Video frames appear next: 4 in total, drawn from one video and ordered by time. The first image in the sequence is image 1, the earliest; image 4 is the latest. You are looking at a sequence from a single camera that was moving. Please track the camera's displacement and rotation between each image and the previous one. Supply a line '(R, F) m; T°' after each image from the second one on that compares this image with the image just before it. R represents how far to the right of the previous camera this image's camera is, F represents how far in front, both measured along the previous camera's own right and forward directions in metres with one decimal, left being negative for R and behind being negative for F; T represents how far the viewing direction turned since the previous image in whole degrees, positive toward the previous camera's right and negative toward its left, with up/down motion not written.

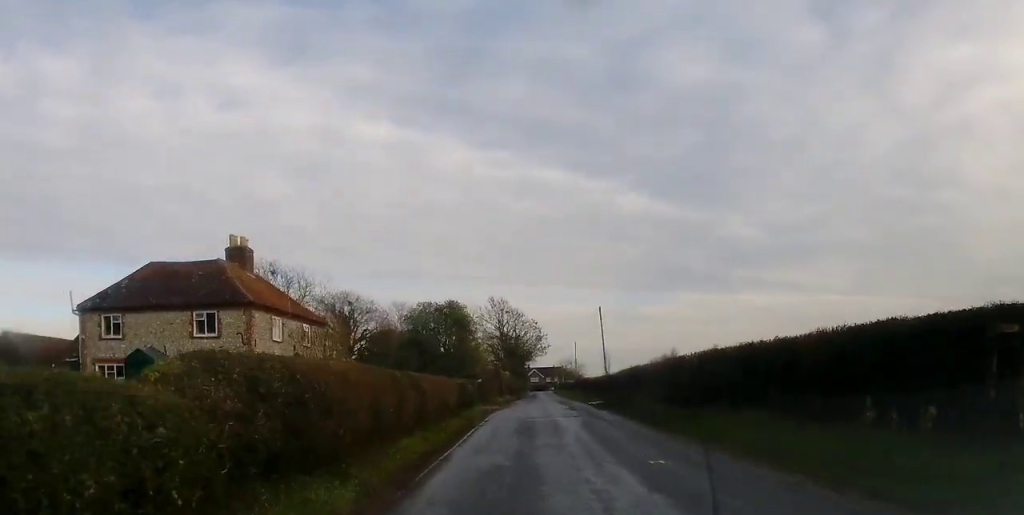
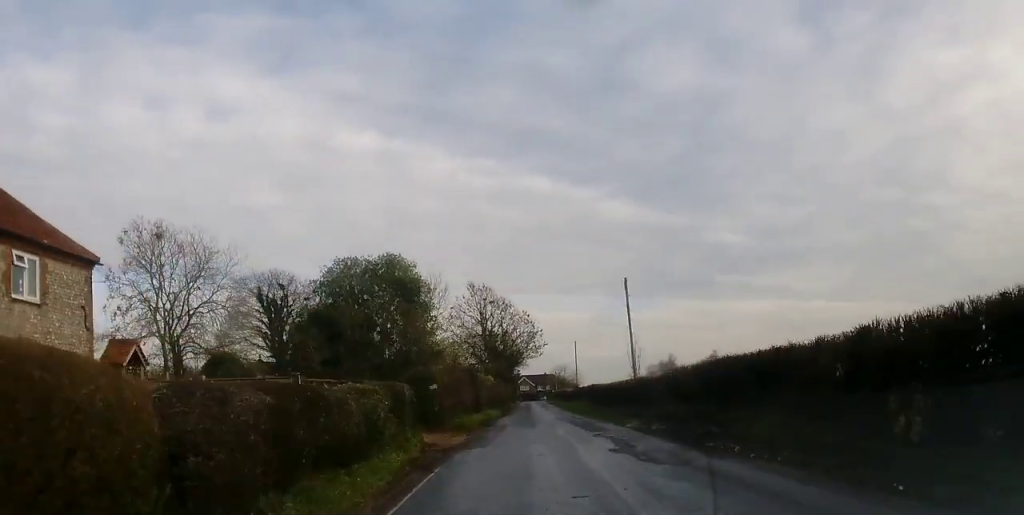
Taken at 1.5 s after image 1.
(+0.1, +24.5) m; 0°
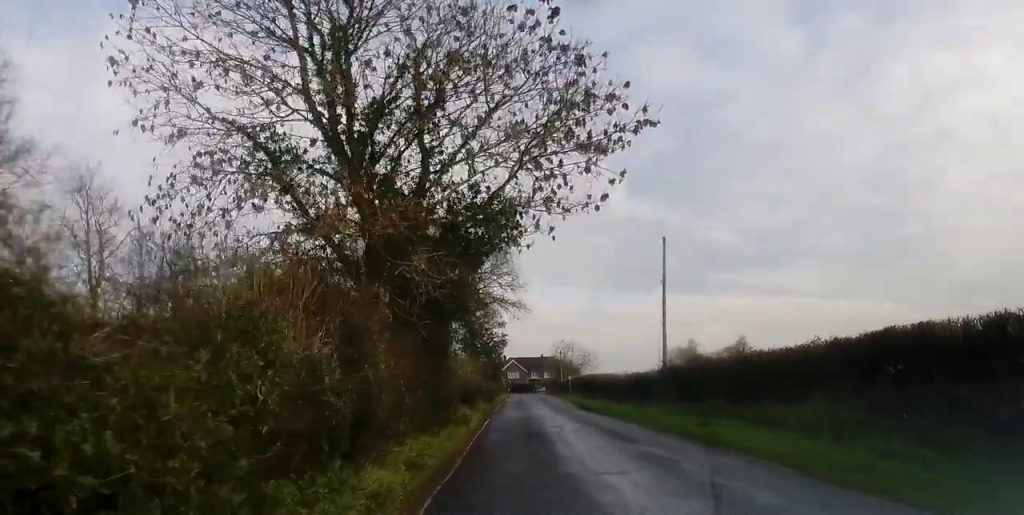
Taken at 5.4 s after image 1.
(+0.1, +64.9) m; +1°
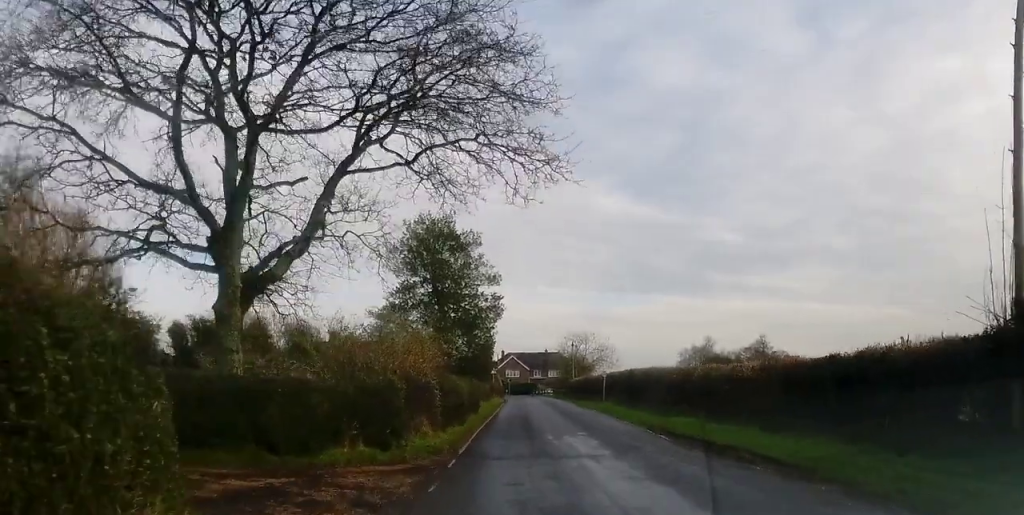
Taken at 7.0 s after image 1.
(+0.2, +26.2) m; 0°
